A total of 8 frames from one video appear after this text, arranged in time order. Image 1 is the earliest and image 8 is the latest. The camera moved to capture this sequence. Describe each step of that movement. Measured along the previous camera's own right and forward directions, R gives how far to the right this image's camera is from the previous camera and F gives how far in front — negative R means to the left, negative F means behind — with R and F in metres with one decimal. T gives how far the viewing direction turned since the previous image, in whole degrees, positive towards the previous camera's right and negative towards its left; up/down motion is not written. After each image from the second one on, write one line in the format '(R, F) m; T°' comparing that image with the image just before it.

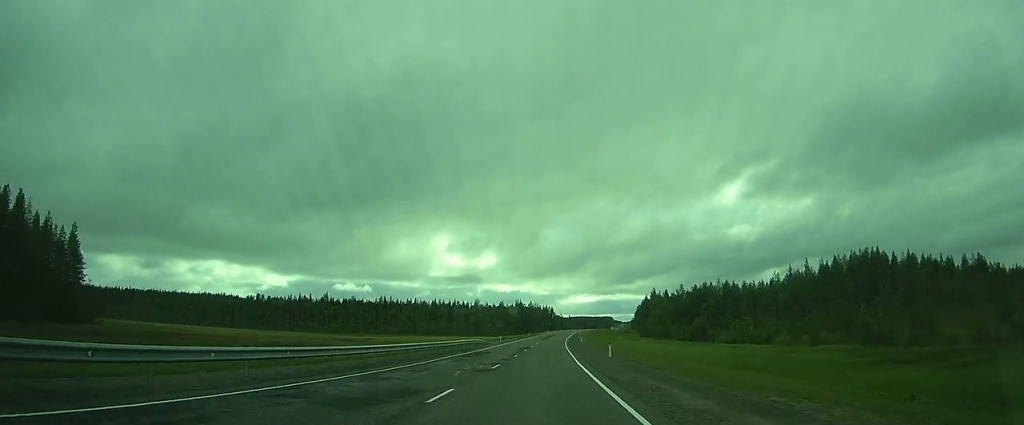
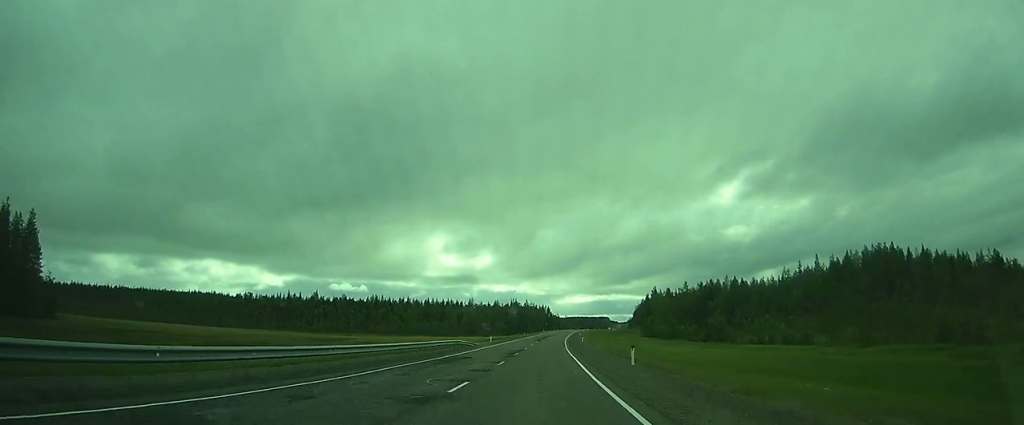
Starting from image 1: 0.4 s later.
(+0.3, +10.0) m; +1°
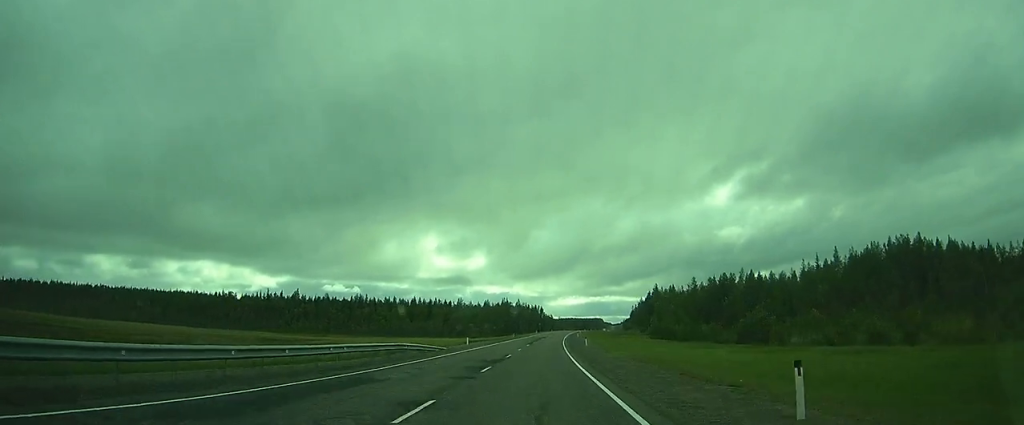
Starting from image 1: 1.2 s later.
(0.0, +16.9) m; 0°
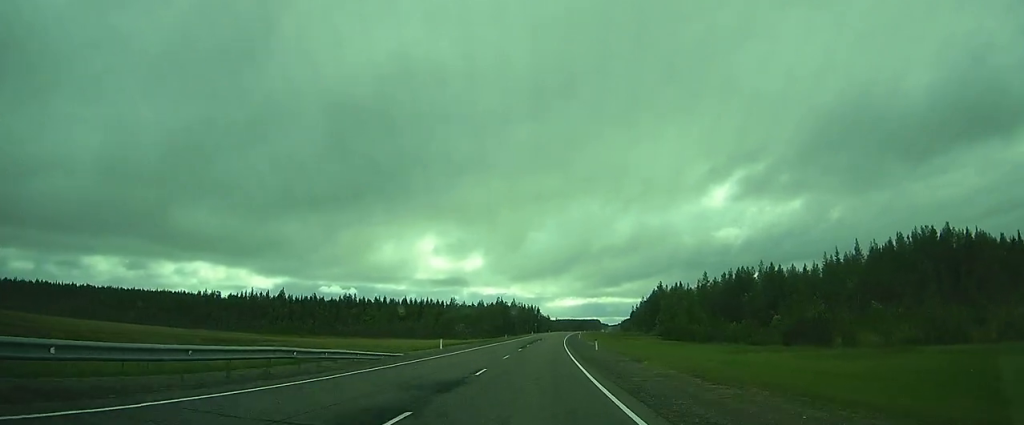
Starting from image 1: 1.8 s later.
(-0.2, +13.8) m; -1°
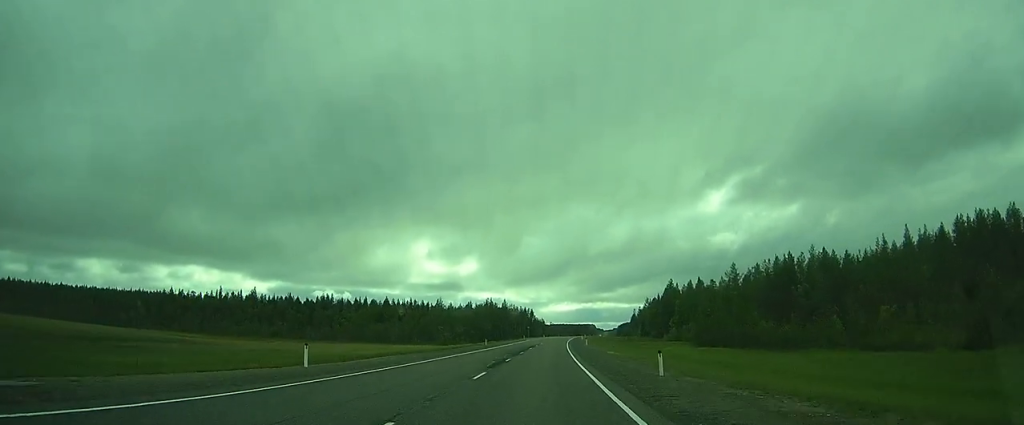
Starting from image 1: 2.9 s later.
(+0.1, +25.3) m; 0°
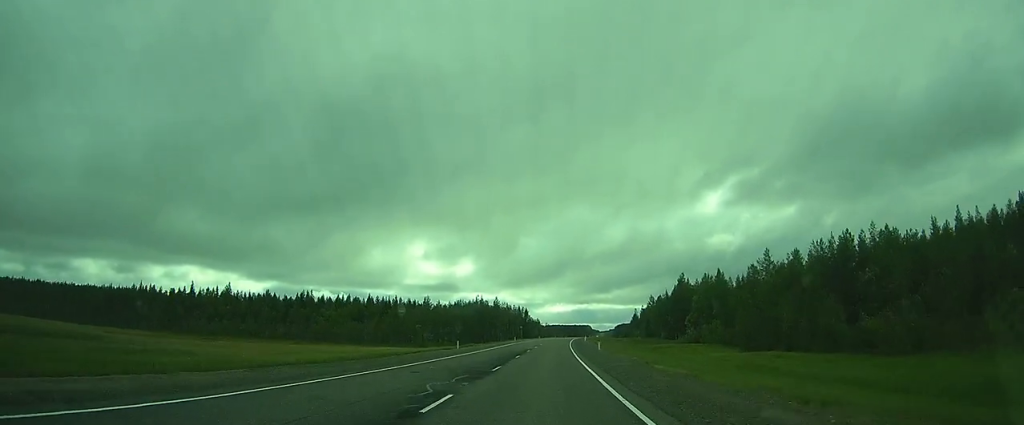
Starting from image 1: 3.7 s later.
(0.0, +20.0) m; 0°
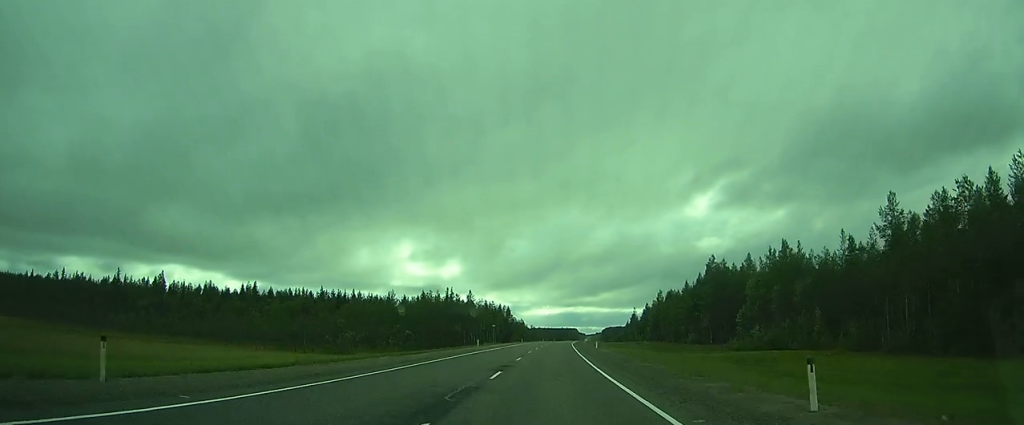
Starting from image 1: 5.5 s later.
(+0.5, +41.3) m; +2°
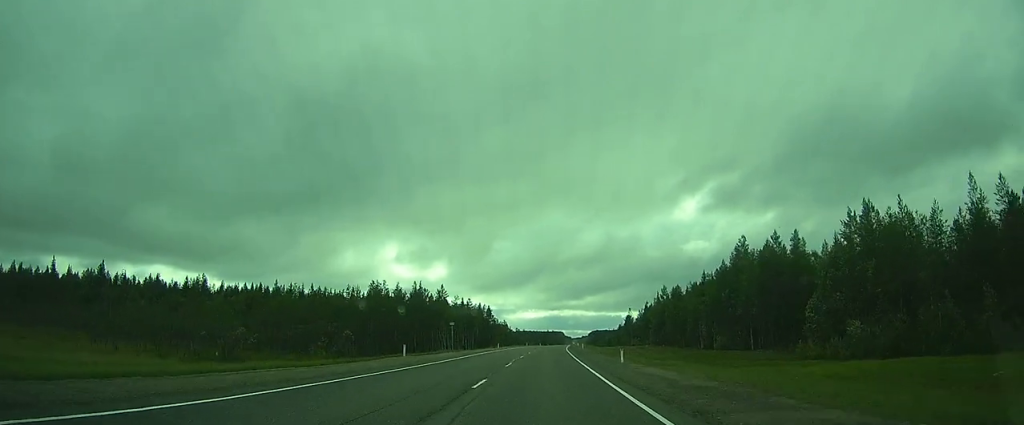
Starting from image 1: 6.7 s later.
(+0.4, +27.5) m; +1°
